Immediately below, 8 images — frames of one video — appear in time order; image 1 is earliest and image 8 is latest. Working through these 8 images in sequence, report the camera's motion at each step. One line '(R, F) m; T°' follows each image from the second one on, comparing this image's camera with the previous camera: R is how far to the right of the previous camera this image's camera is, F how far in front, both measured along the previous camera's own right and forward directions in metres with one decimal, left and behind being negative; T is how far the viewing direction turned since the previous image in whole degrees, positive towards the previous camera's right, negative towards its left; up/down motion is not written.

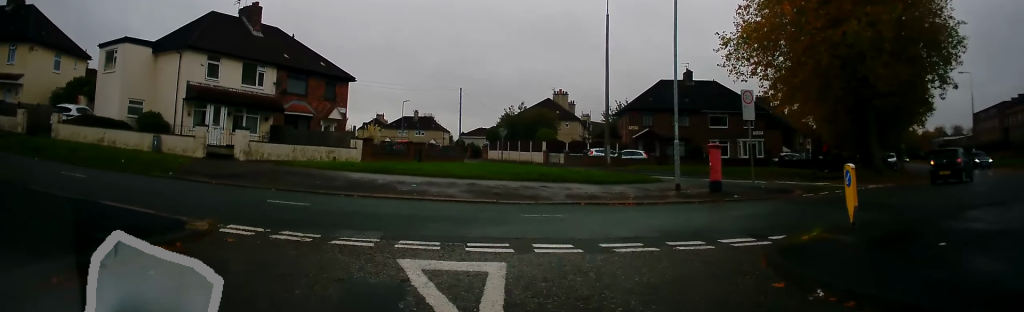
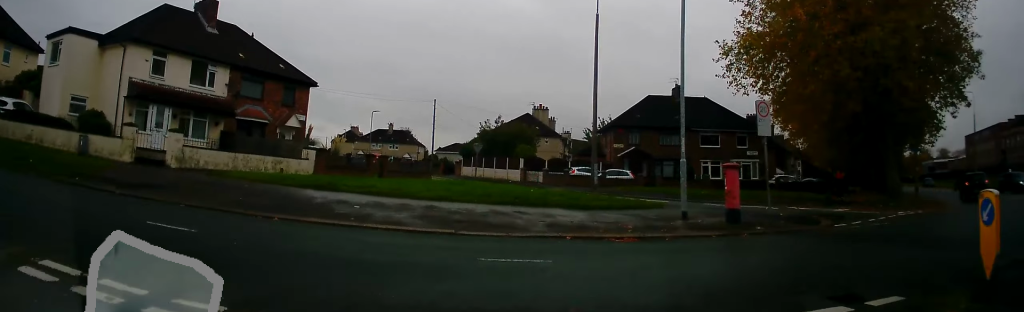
(+0.1, +4.3) m; +4°
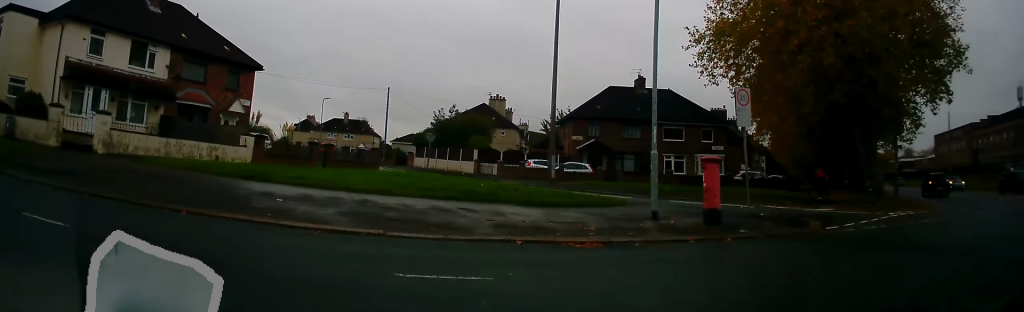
(0.0, +2.2) m; +6°
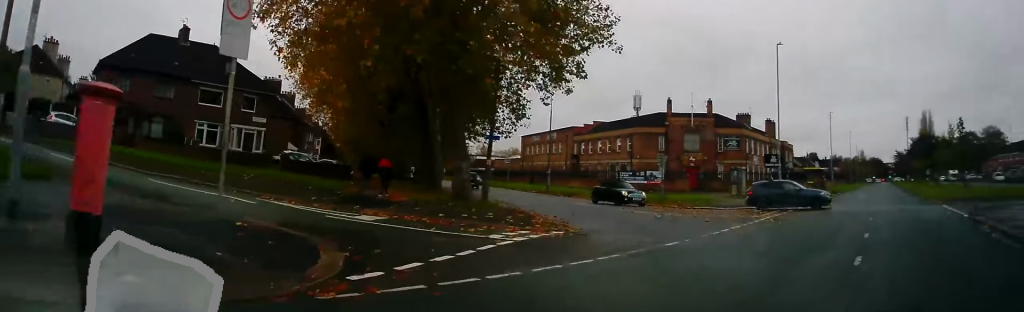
(+2.4, +7.2) m; +37°
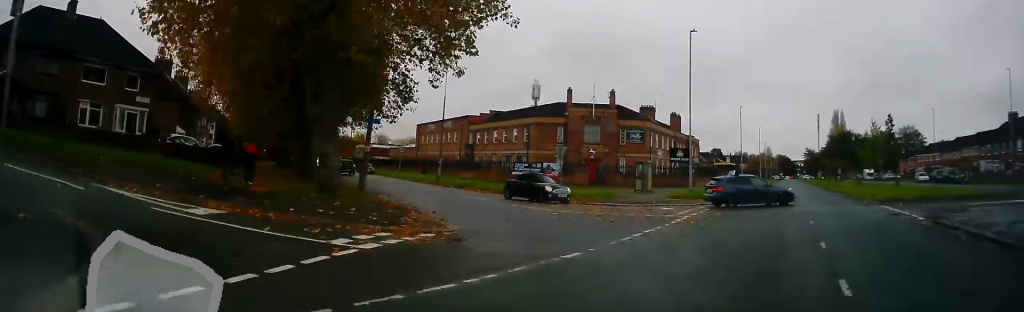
(+0.3, +2.8) m; +8°
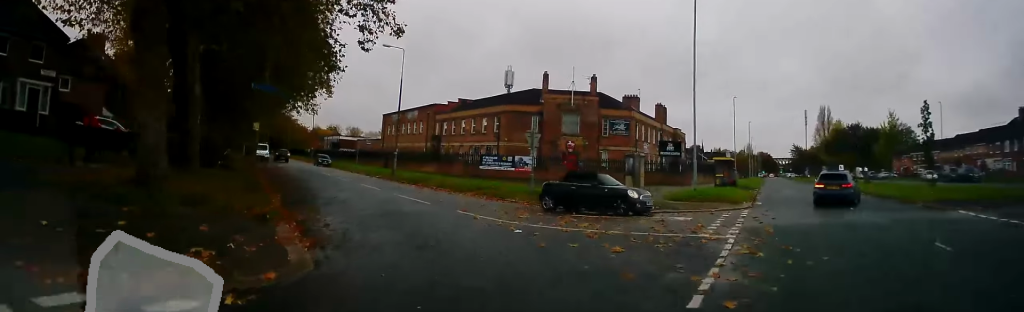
(+0.4, +7.3) m; +2°
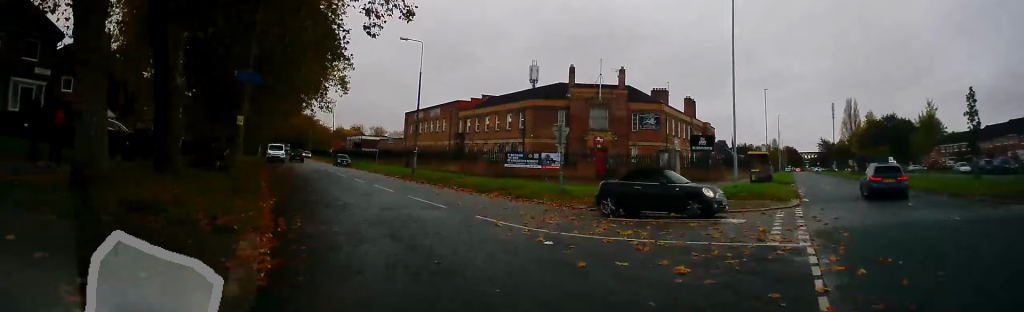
(0.0, +2.3) m; -1°
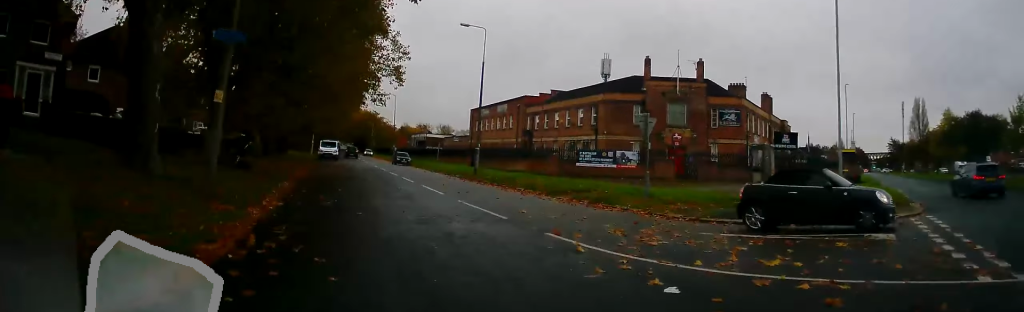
(-0.1, +4.0) m; -5°
